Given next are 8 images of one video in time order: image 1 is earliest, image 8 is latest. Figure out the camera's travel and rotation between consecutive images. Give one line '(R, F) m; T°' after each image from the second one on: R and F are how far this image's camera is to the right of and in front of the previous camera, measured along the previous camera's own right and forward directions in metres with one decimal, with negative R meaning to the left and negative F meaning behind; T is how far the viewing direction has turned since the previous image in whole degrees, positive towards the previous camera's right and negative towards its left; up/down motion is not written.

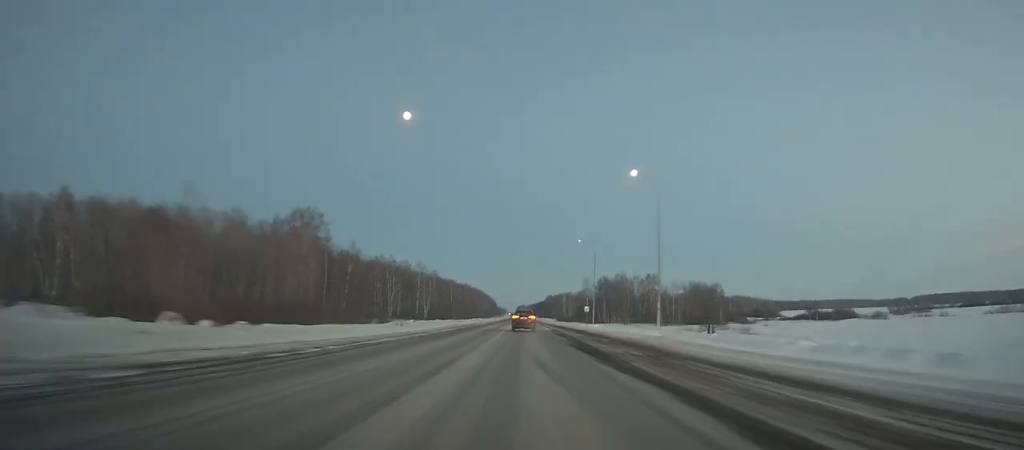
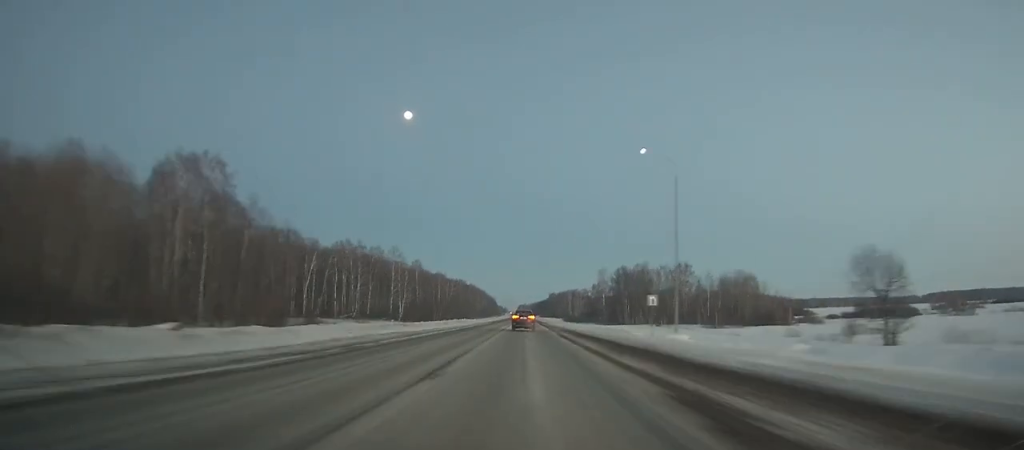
(0.0, +43.6) m; 0°
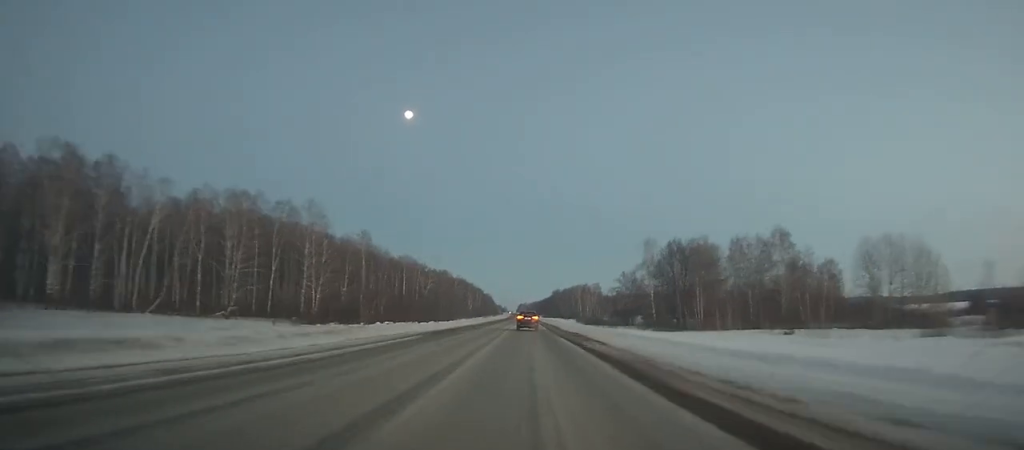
(0.0, +70.5) m; 0°
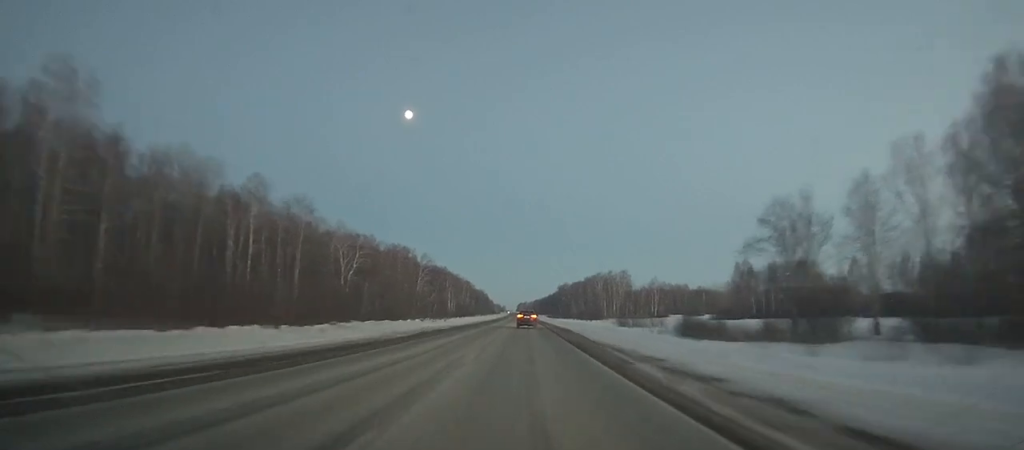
(0.0, +99.5) m; 0°
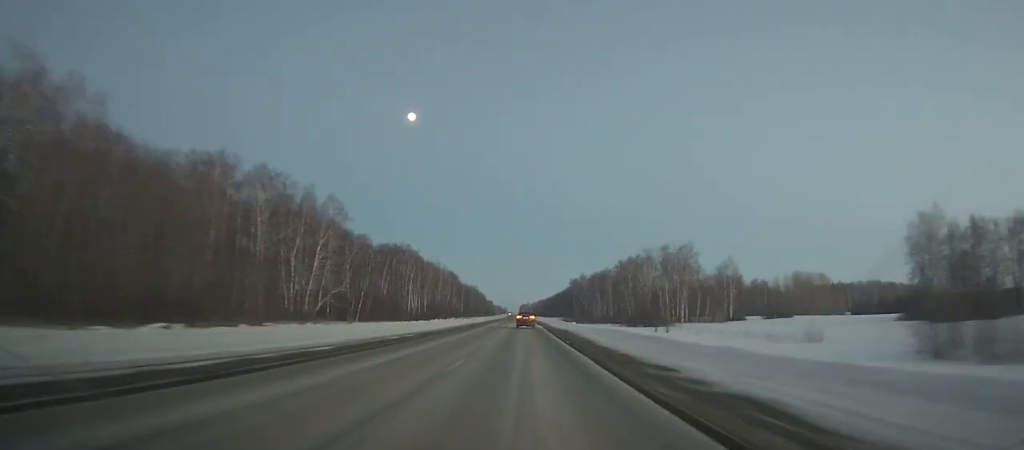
(-0.1, +97.1) m; 0°
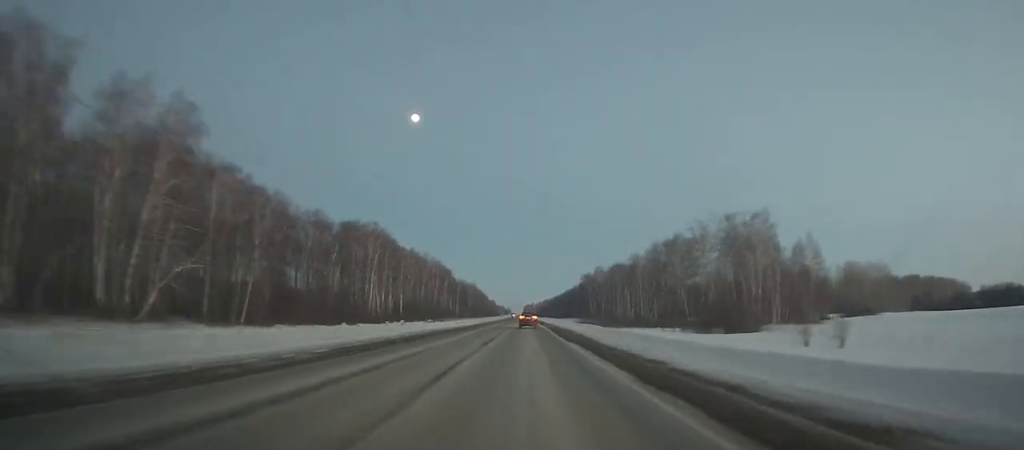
(-0.1, +47.9) m; 0°
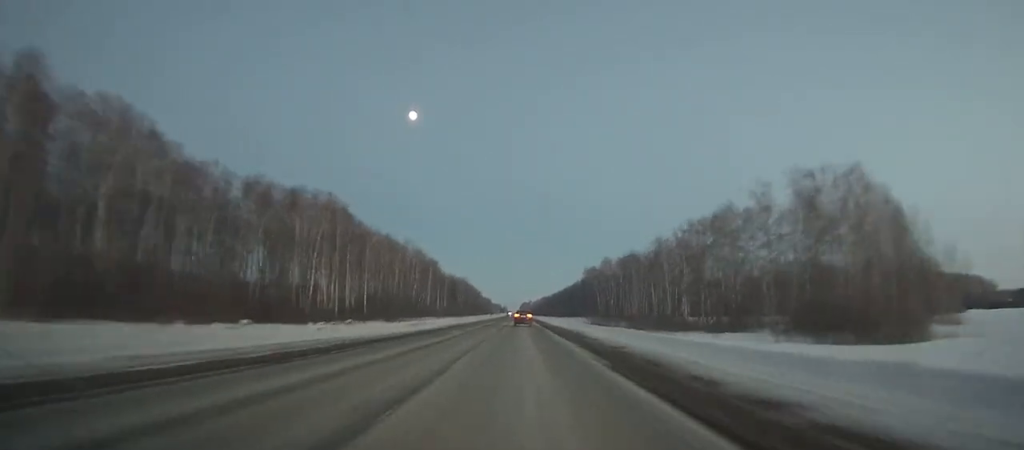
(-0.1, +35.4) m; 0°
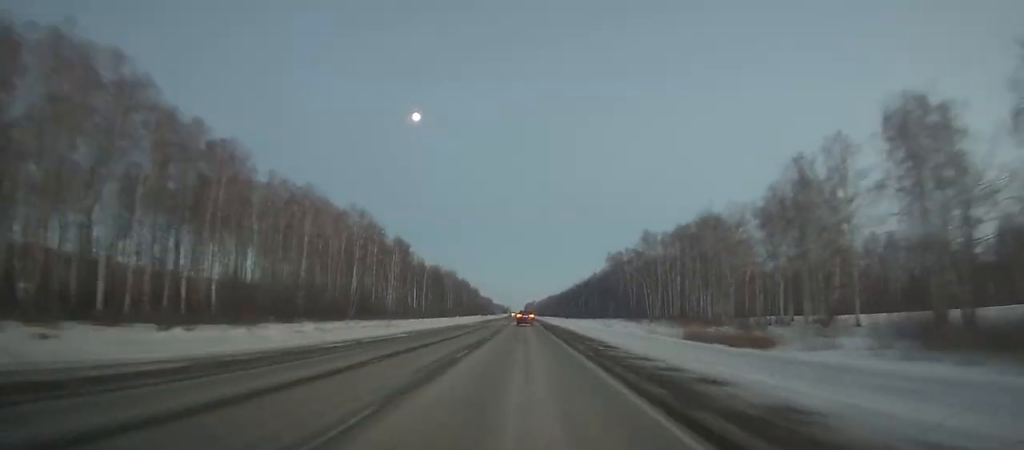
(+0.1, +68.5) m; 0°
